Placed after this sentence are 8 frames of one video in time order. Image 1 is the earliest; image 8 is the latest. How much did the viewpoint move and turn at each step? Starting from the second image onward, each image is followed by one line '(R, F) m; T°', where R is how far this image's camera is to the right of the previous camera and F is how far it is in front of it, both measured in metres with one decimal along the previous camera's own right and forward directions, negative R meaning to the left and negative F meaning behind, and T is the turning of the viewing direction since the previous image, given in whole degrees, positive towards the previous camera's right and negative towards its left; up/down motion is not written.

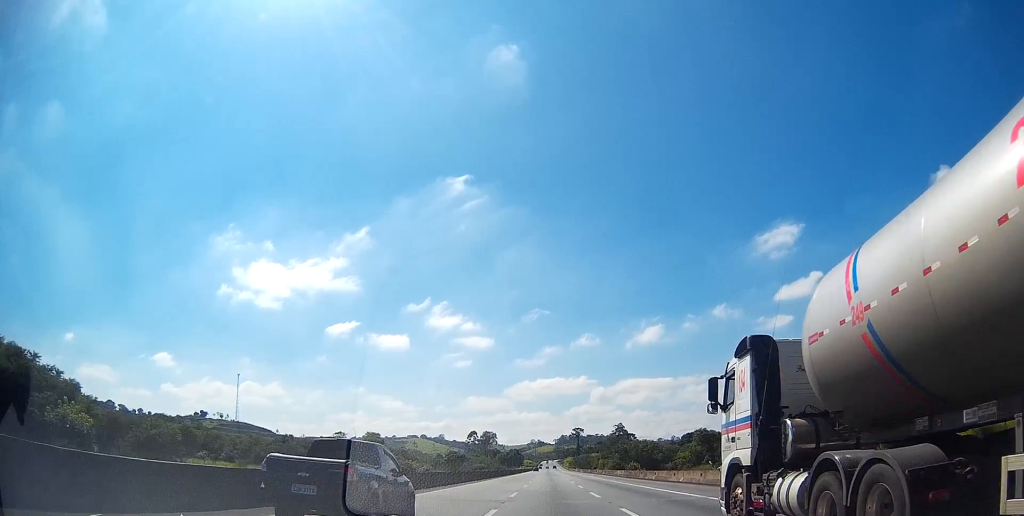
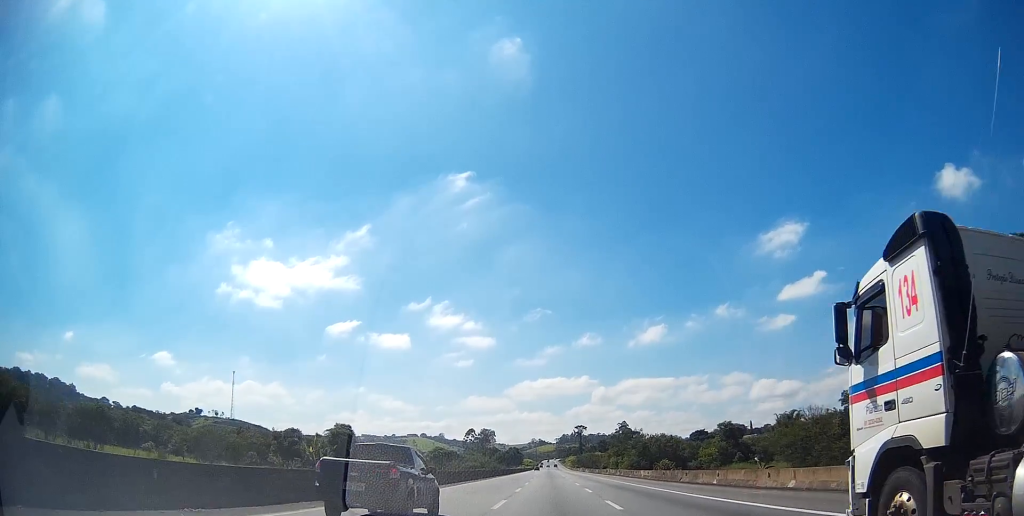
(0.0, +19.8) m; 0°
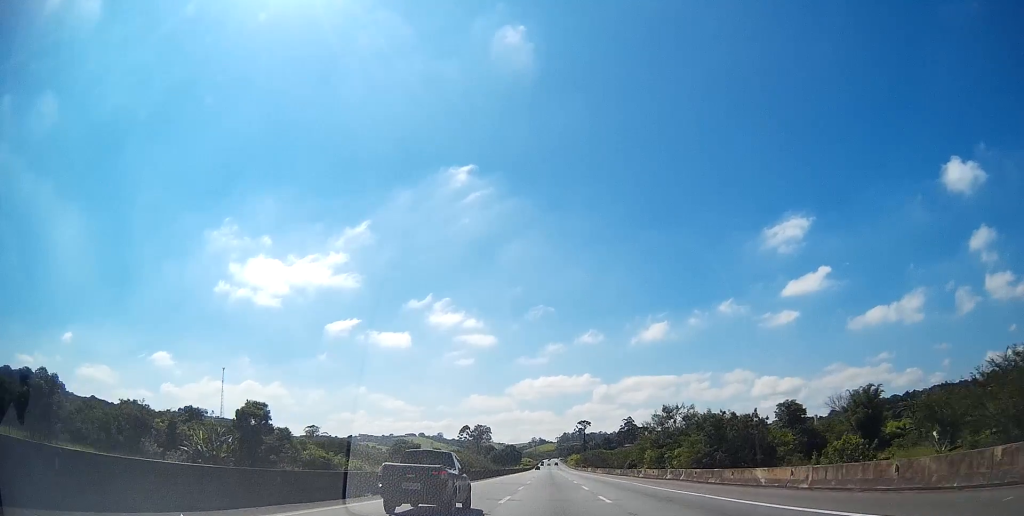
(-0.1, +34.5) m; 0°
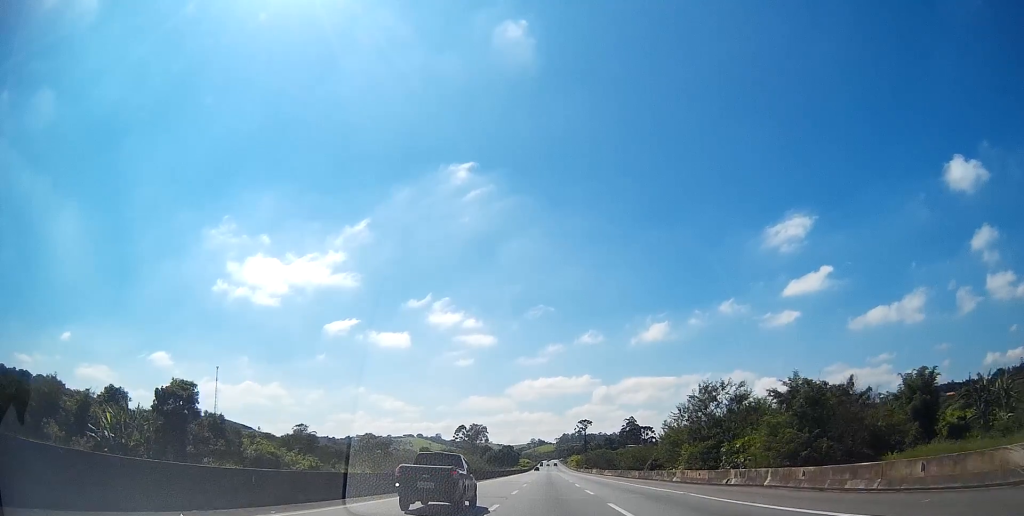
(0.0, +17.3) m; 0°
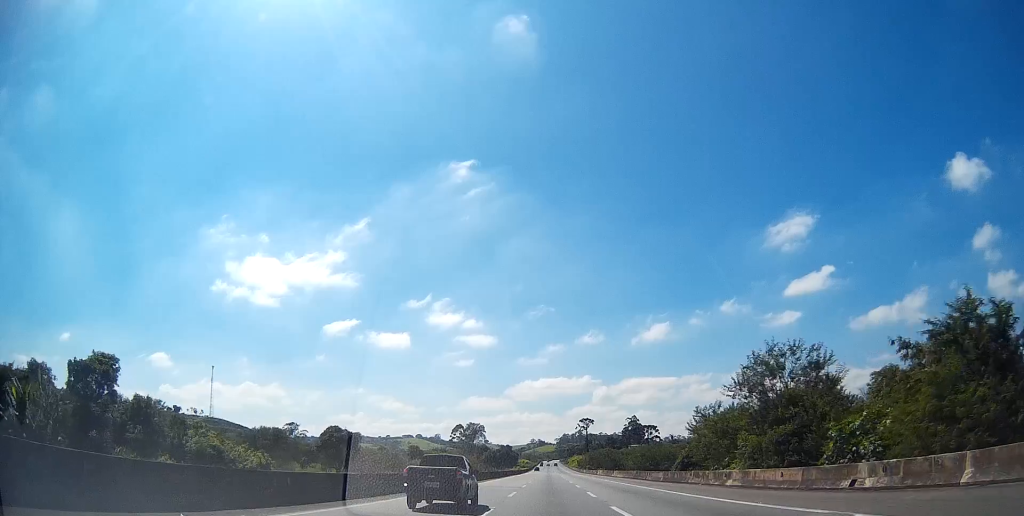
(0.0, +13.8) m; 0°
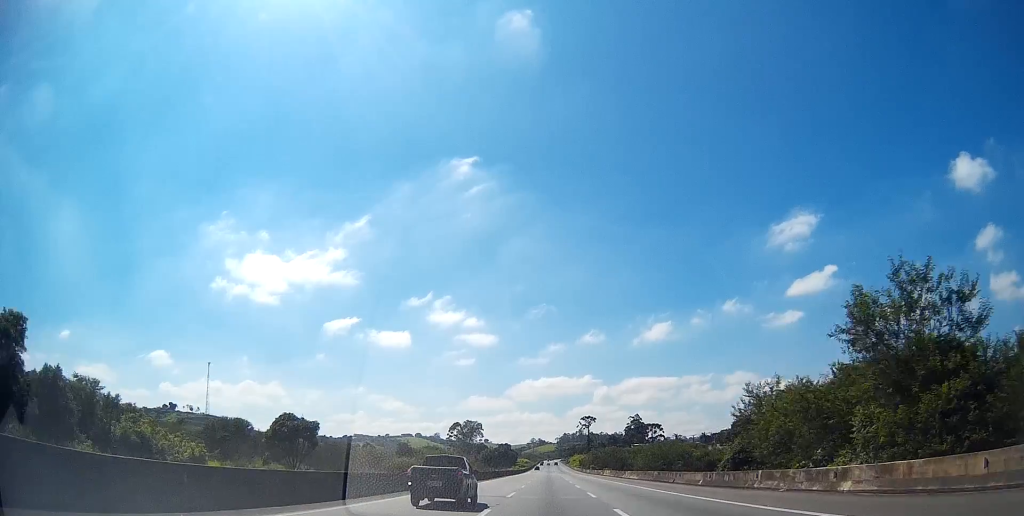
(0.0, +12.9) m; 0°
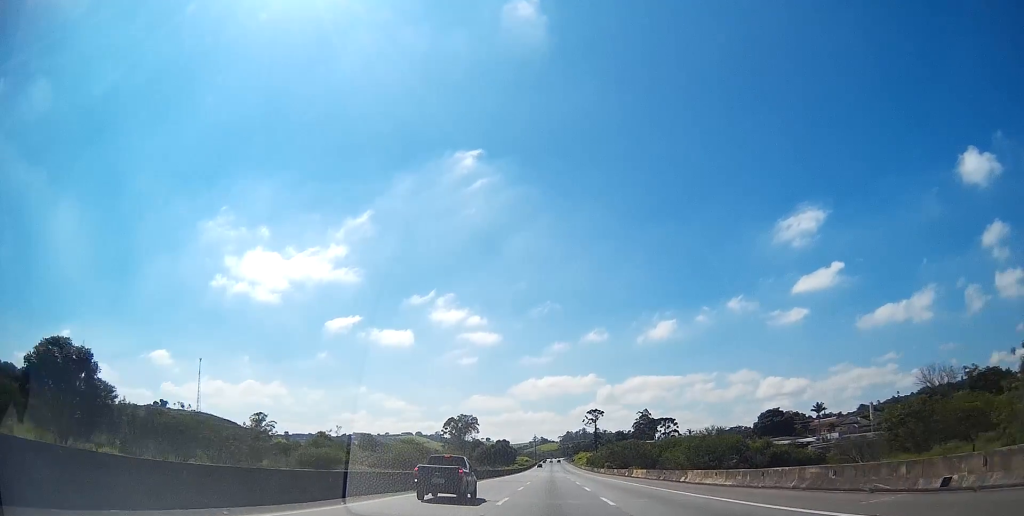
(-0.1, +31.9) m; -1°
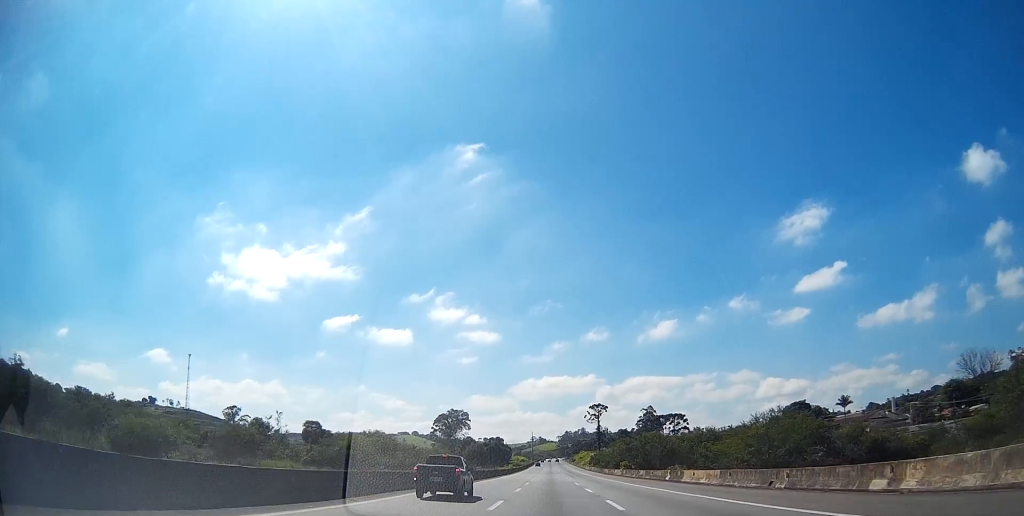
(-0.1, +26.7) m; 0°
